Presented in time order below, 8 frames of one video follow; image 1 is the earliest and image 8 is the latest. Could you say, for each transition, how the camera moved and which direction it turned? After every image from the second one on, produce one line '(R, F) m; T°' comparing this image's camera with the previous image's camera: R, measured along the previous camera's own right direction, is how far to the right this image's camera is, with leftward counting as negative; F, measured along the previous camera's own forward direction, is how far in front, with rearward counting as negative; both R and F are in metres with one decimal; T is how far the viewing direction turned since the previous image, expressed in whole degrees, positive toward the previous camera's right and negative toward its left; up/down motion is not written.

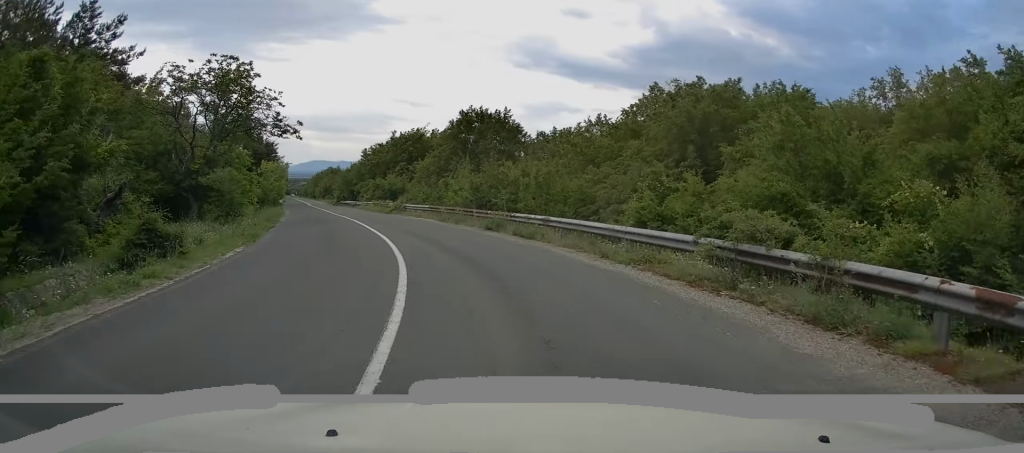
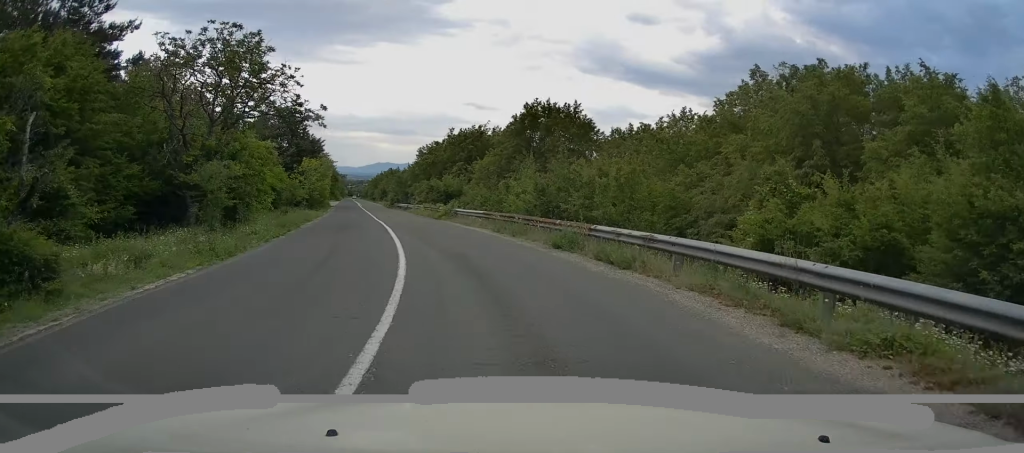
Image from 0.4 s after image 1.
(-0.5, +6.0) m; -5°
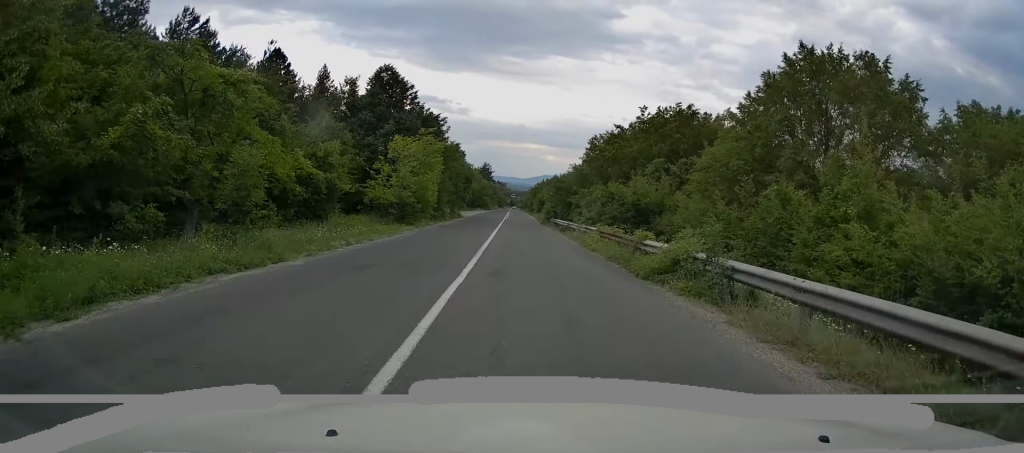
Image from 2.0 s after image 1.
(-2.9, +21.5) m; -14°
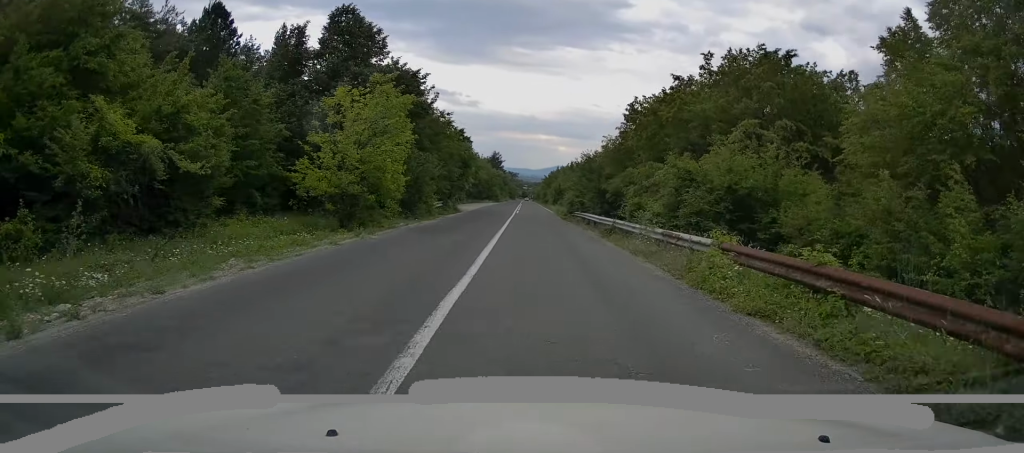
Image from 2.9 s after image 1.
(-0.7, +11.9) m; -3°
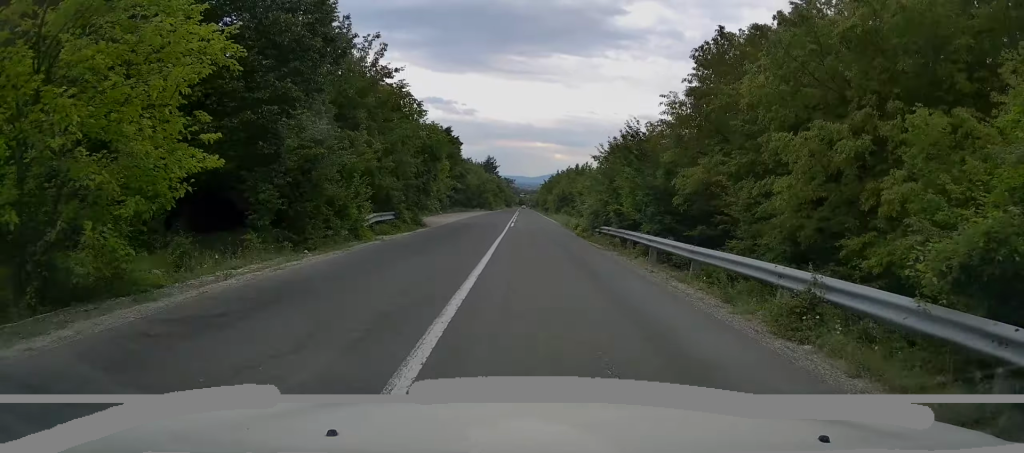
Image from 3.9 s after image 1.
(+0.1, +13.9) m; +1°
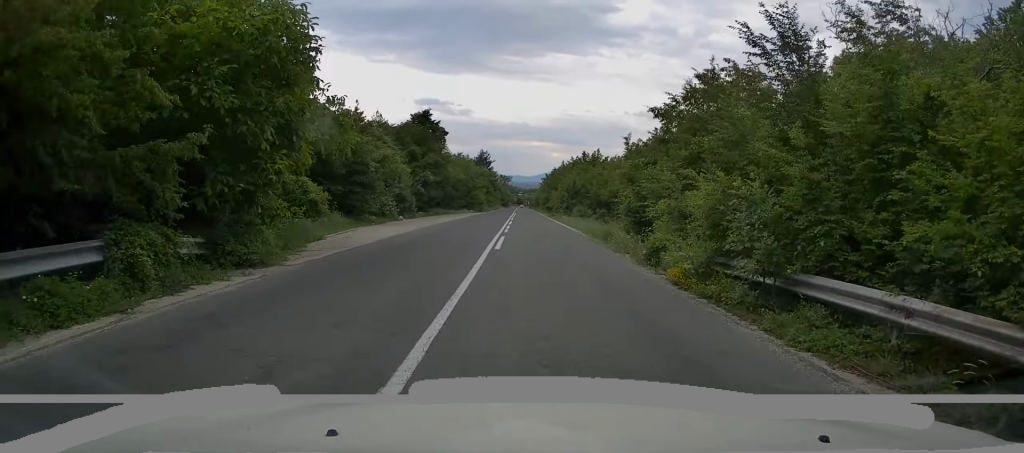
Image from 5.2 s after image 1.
(+0.5, +17.6) m; +3°
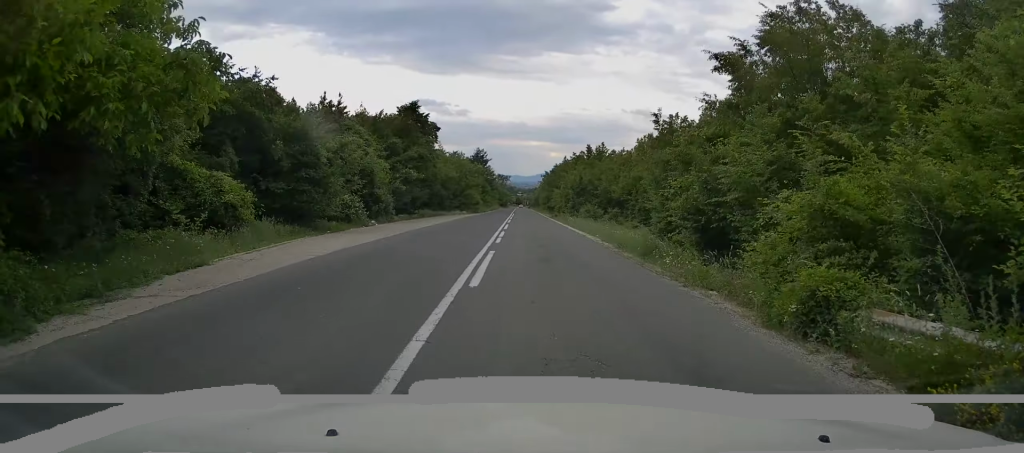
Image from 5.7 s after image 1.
(+0.1, +7.0) m; +1°
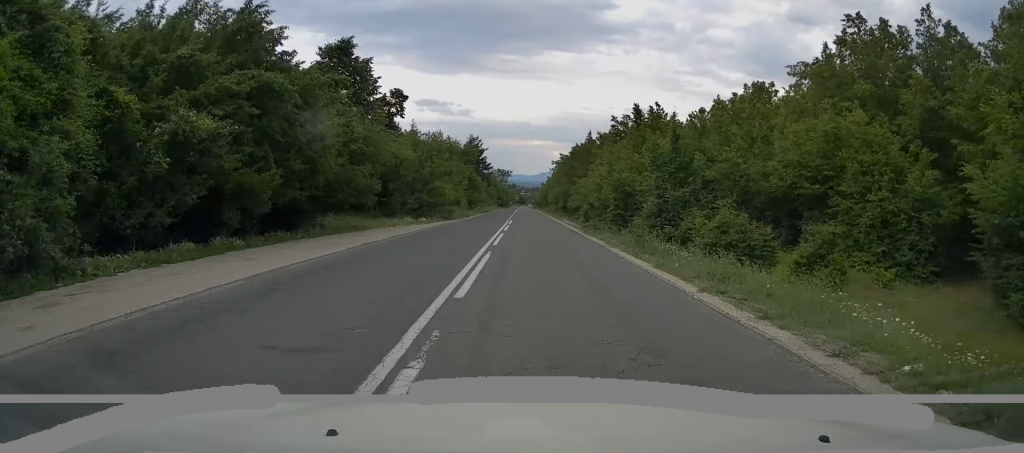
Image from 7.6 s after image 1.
(+0.1, +27.5) m; -1°
